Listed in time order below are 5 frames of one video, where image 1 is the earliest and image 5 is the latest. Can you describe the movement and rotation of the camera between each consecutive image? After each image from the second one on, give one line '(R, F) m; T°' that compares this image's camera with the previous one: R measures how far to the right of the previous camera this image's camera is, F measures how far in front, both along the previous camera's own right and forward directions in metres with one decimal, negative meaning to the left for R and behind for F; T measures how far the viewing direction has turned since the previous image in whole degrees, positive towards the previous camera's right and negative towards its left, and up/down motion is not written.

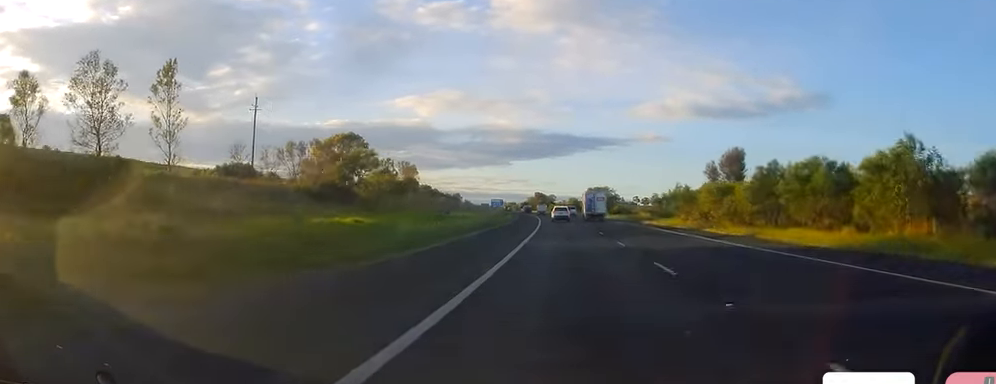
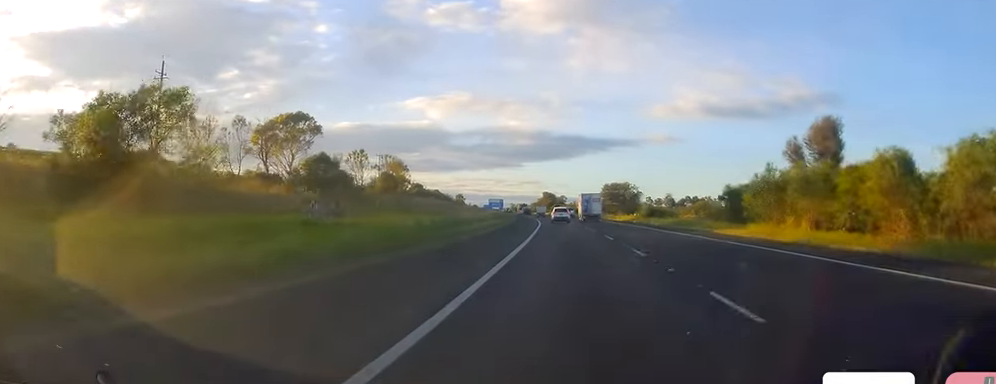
(-0.9, +30.2) m; -2°
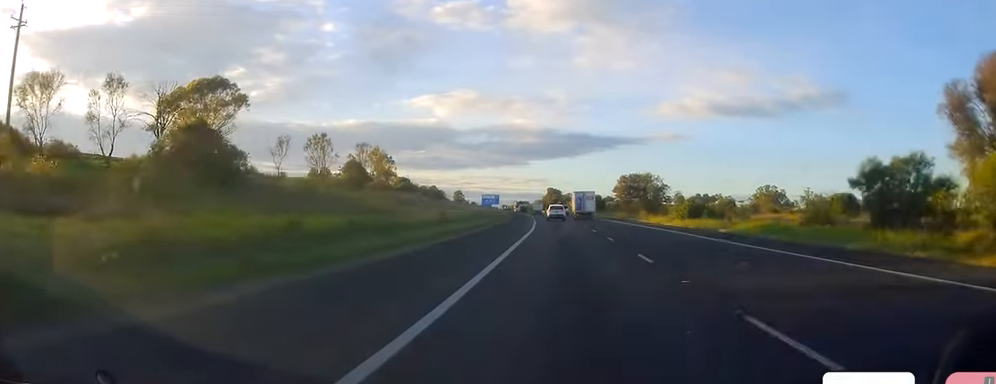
(-0.1, +26.4) m; 0°
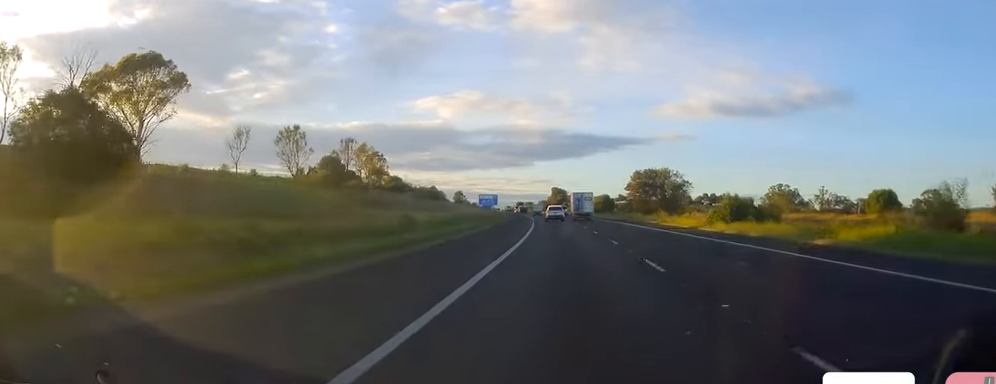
(+0.3, +14.1) m; 0°
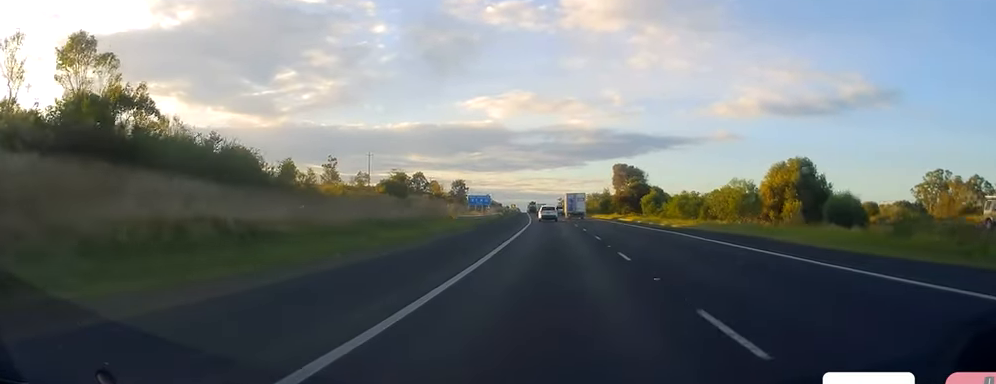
(-3.6, +128.3) m; -4°
